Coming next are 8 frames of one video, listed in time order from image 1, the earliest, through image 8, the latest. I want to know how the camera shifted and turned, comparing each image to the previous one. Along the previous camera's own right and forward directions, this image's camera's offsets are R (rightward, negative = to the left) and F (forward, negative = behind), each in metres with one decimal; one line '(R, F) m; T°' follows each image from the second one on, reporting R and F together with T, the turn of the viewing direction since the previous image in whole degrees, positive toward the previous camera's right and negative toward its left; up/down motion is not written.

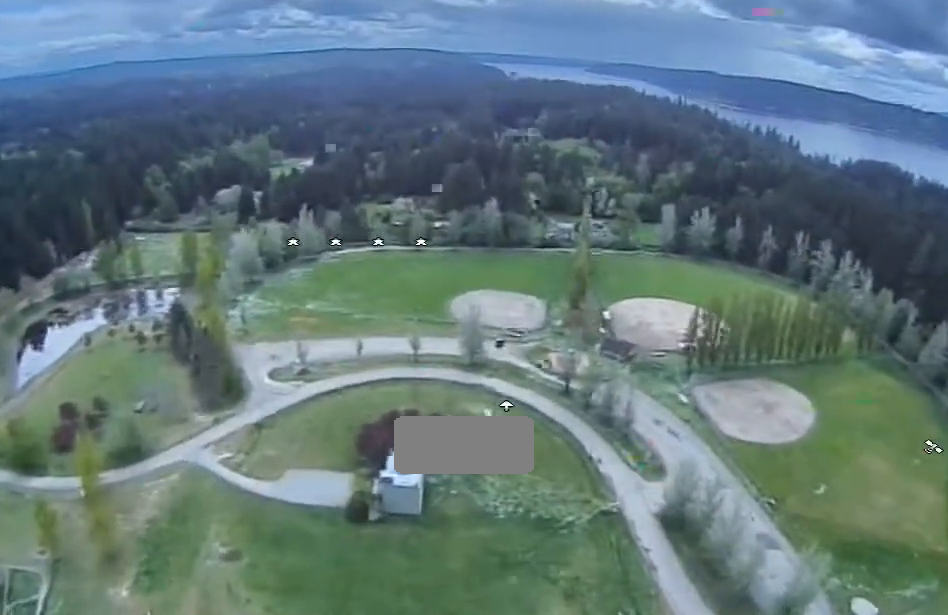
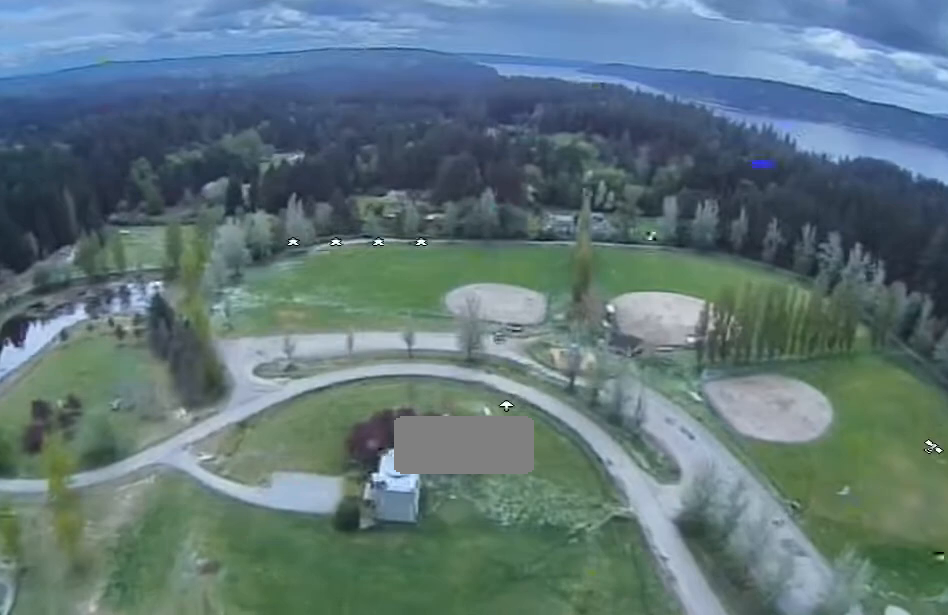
(+0.1, +9.7) m; +1°
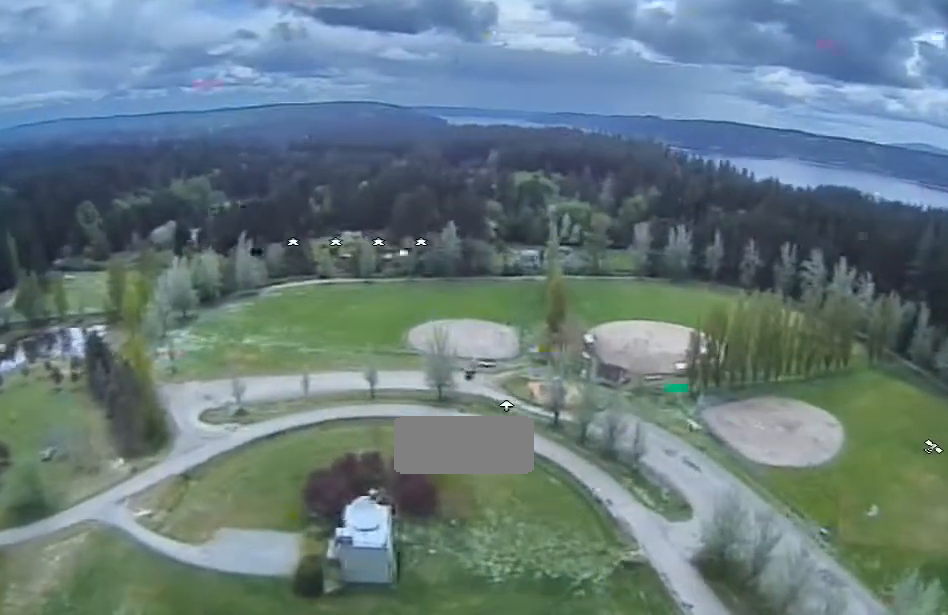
(+0.3, +15.3) m; +2°
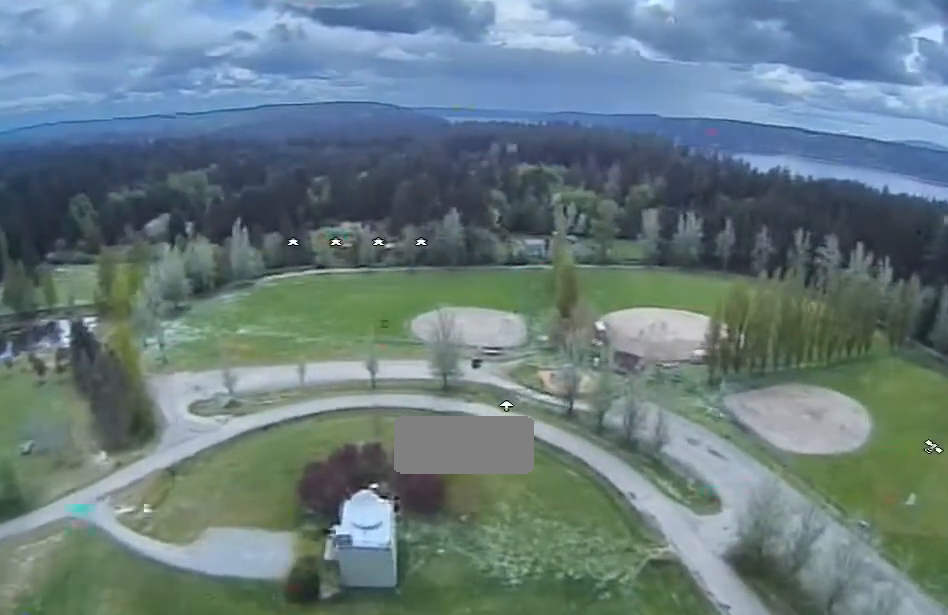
(0.0, +8.6) m; +1°
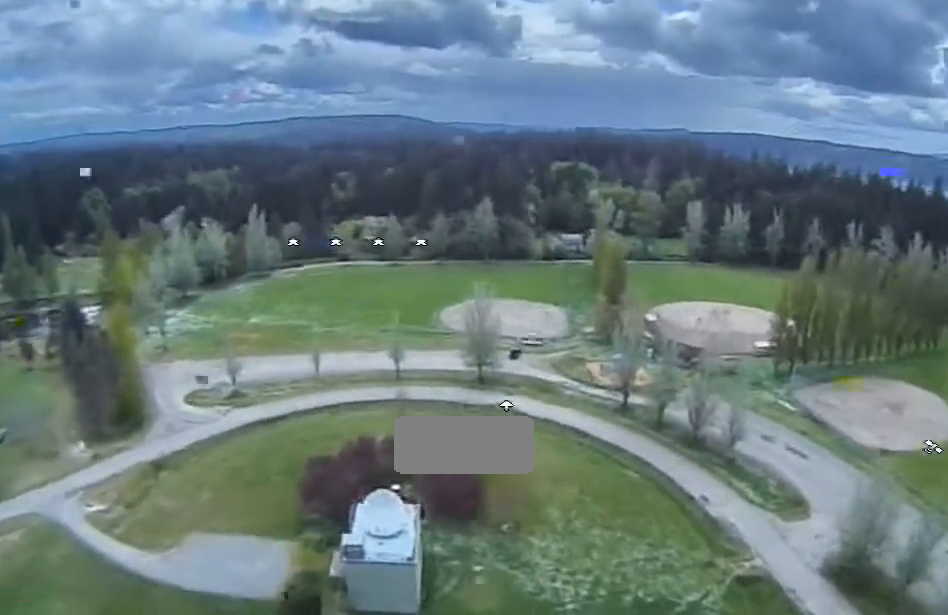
(+0.3, +16.4) m; +1°
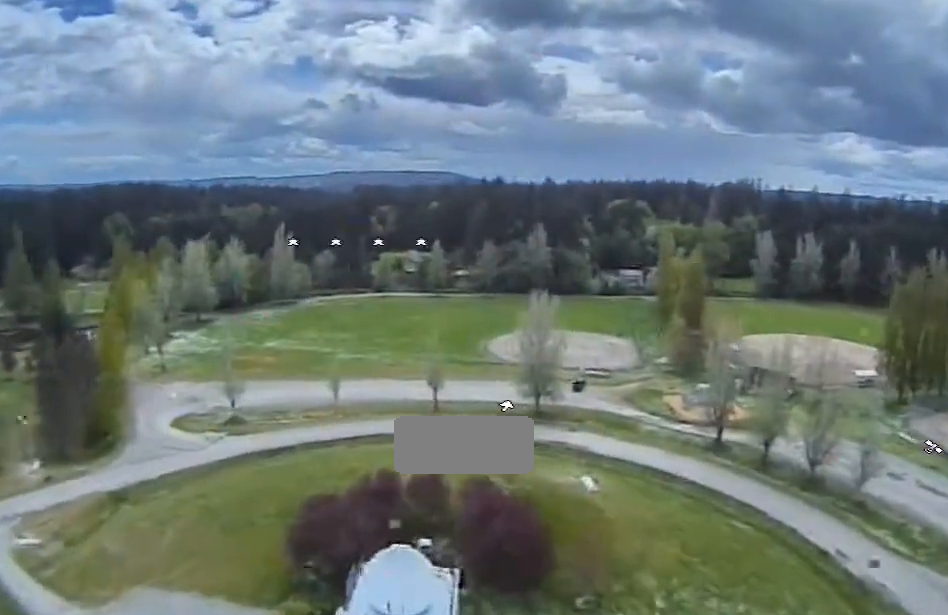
(0.0, +22.8) m; 0°
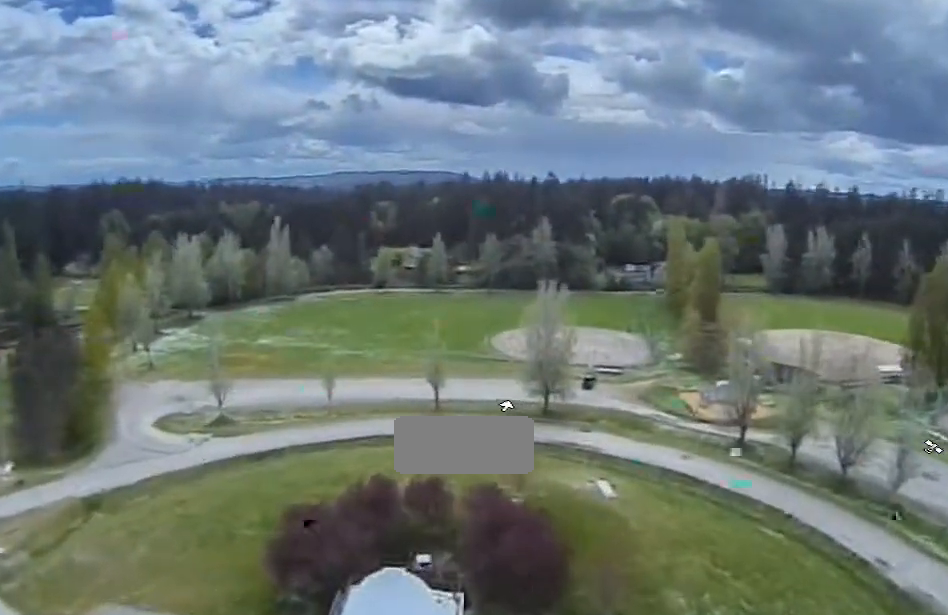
(0.0, +7.2) m; 0°
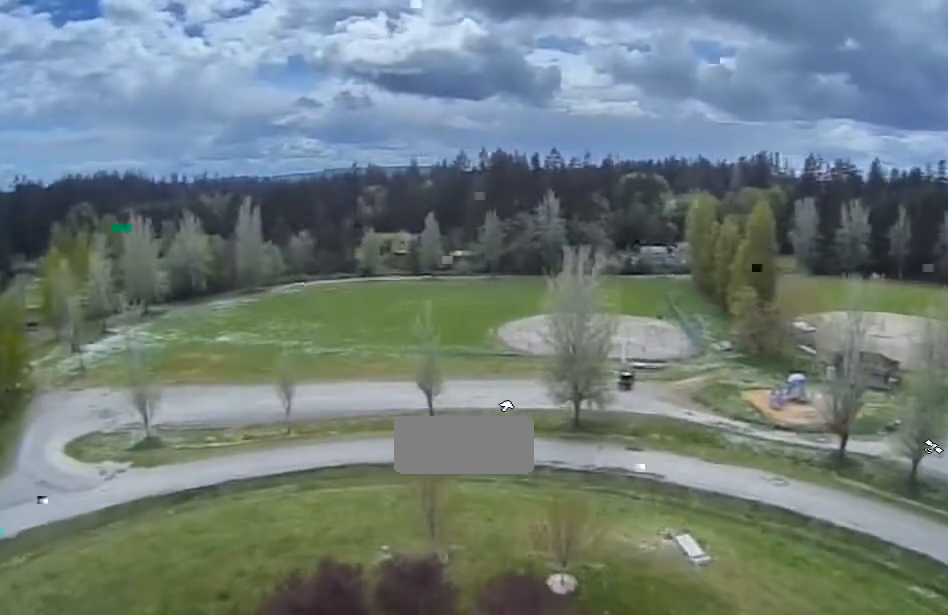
(0.0, +25.8) m; 0°
